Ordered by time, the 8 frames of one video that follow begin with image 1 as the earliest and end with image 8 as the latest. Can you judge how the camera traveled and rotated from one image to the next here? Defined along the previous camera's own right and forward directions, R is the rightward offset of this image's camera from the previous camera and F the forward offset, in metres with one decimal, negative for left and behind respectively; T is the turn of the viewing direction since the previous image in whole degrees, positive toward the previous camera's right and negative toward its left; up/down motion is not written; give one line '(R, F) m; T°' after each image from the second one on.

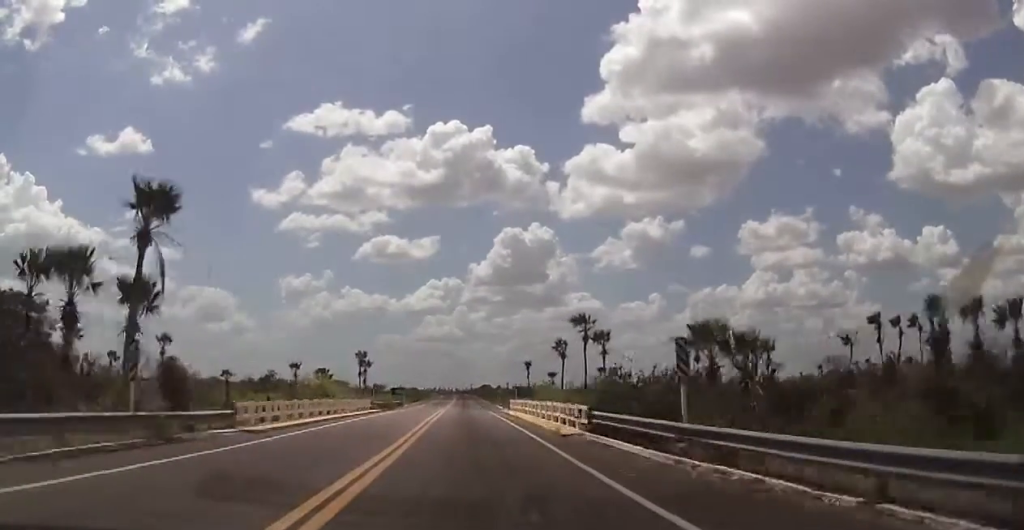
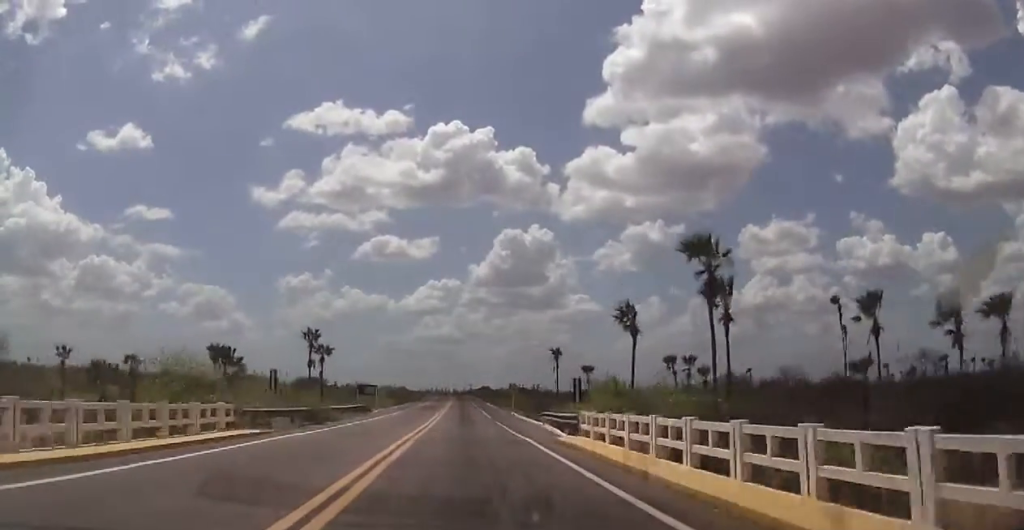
(+0.1, +30.1) m; 0°
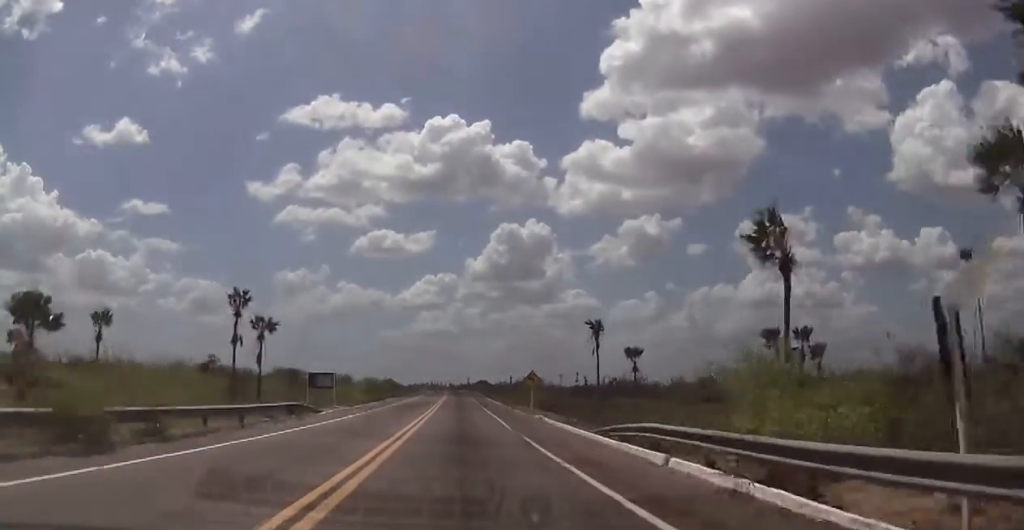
(-0.1, +20.8) m; 0°
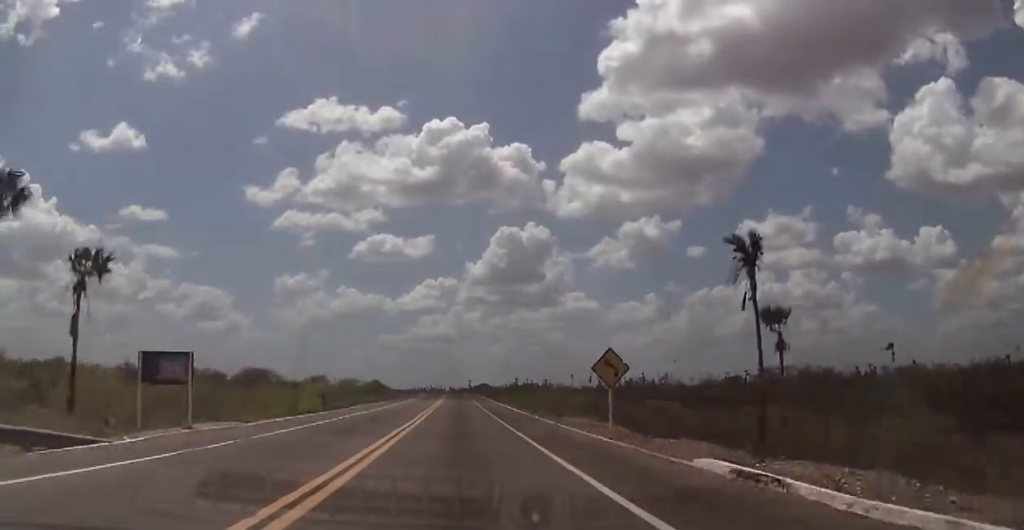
(0.0, +24.9) m; +1°
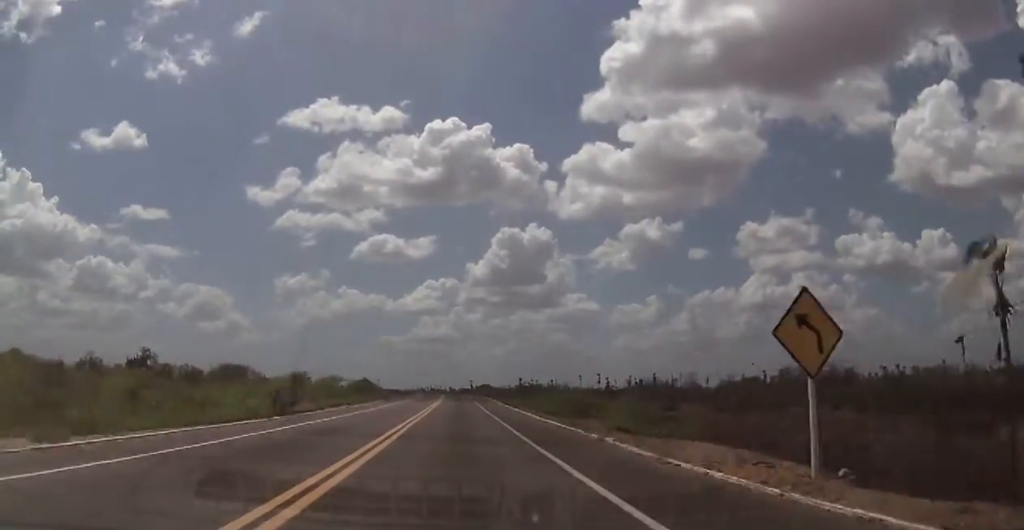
(-0.1, +13.5) m; 0°
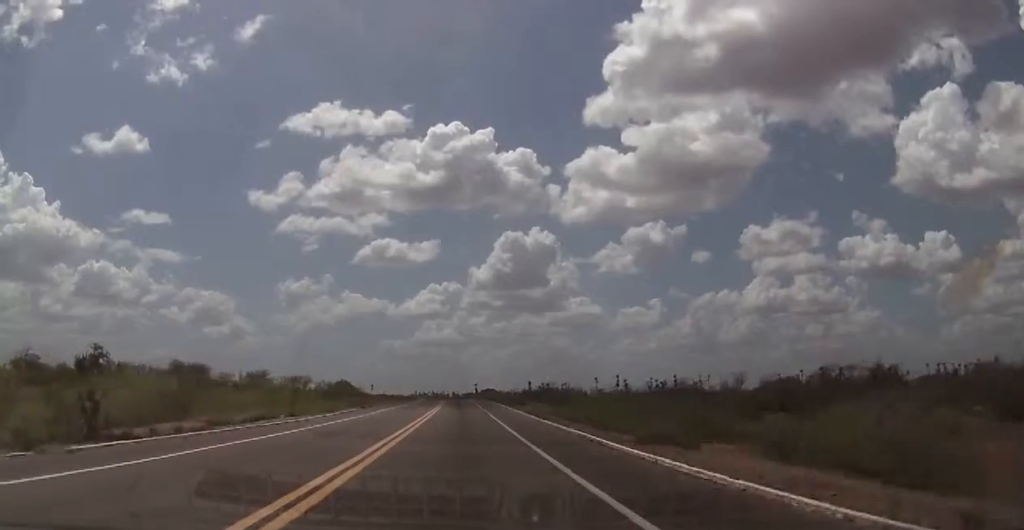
(+0.5, +20.9) m; 0°
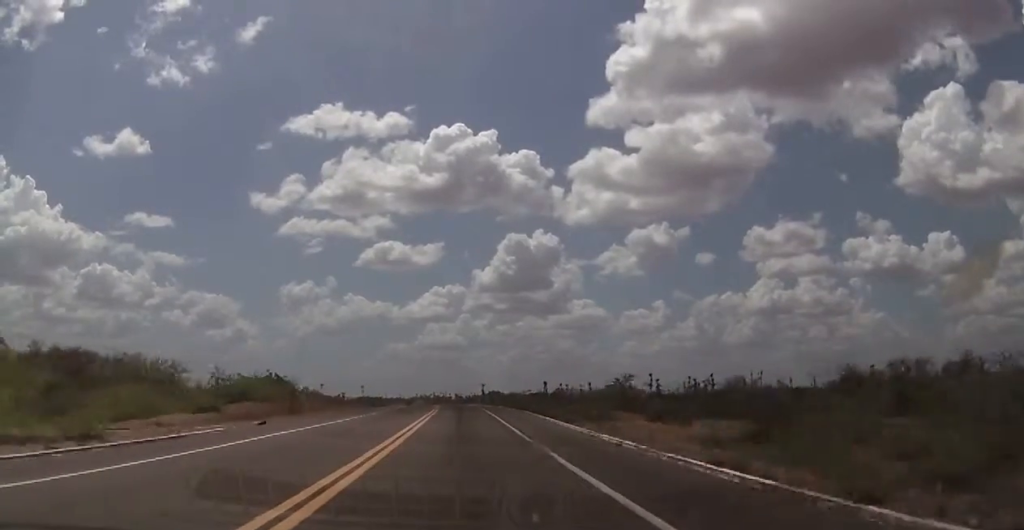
(-0.2, +31.5) m; -1°
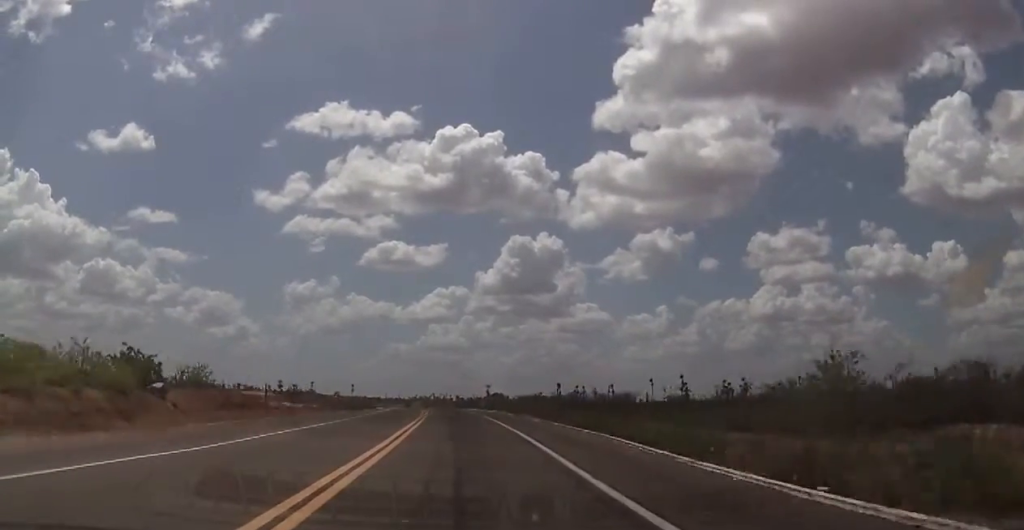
(-0.3, +22.2) m; 0°
